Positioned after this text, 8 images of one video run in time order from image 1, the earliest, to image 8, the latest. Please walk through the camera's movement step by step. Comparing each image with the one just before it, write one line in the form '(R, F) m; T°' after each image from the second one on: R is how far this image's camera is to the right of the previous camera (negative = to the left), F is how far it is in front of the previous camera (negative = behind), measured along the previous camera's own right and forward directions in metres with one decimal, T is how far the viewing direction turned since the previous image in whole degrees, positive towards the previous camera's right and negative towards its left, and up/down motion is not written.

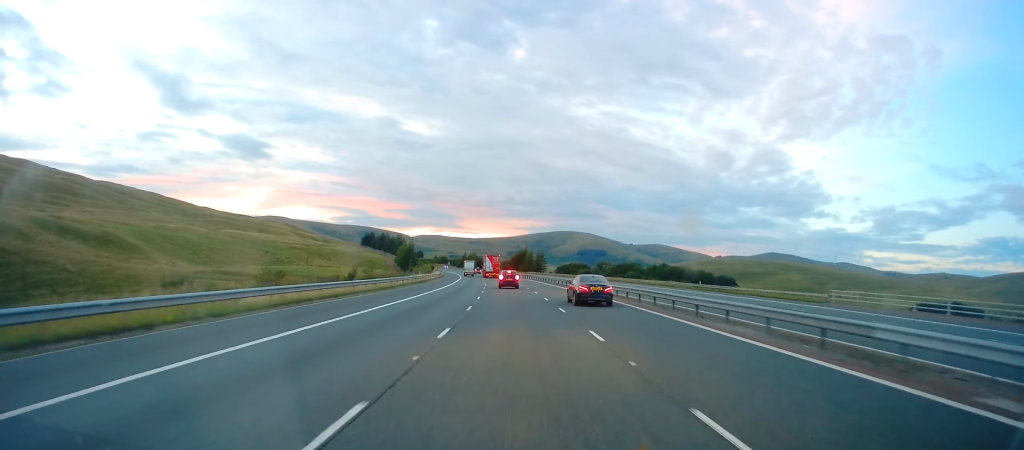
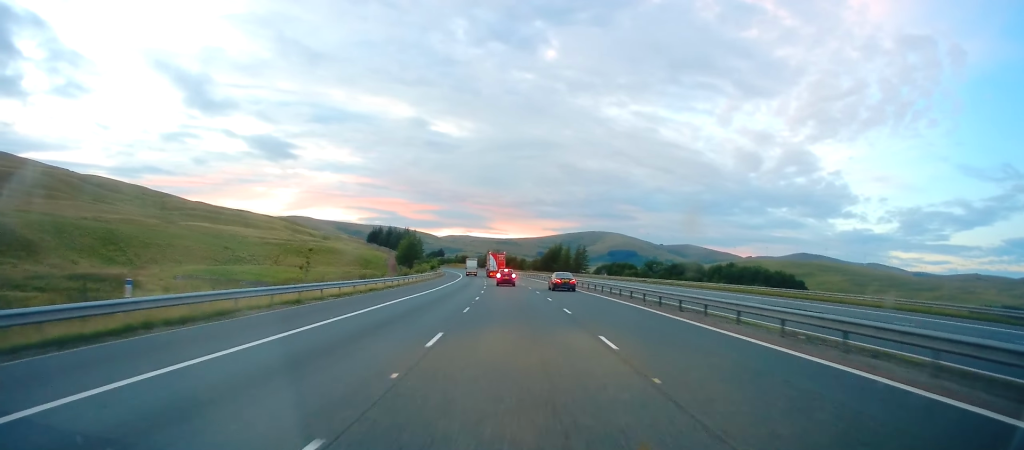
(-1.7, +54.9) m; -4°
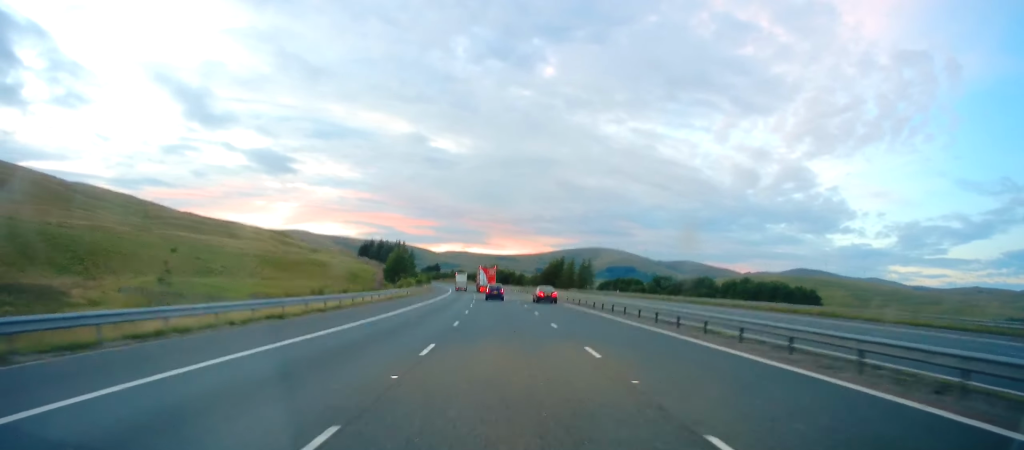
(-0.4, +16.8) m; -1°
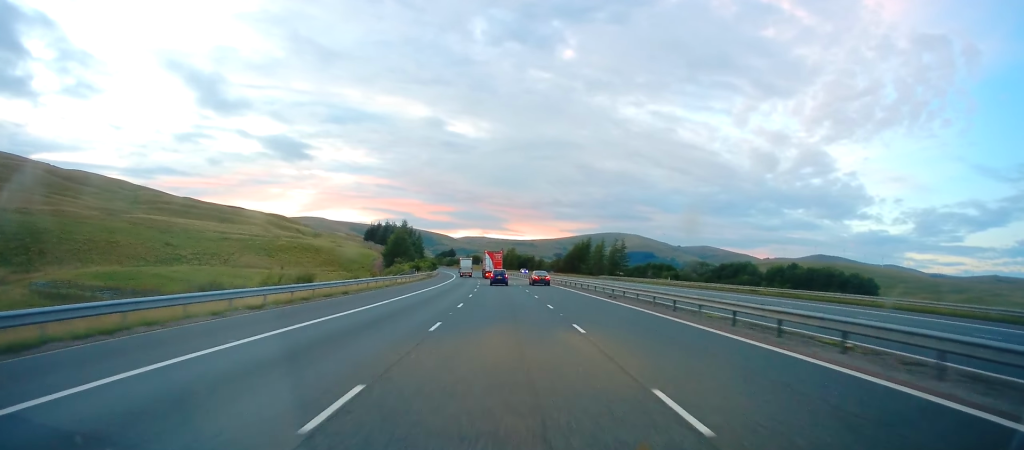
(-0.2, +24.8) m; -1°
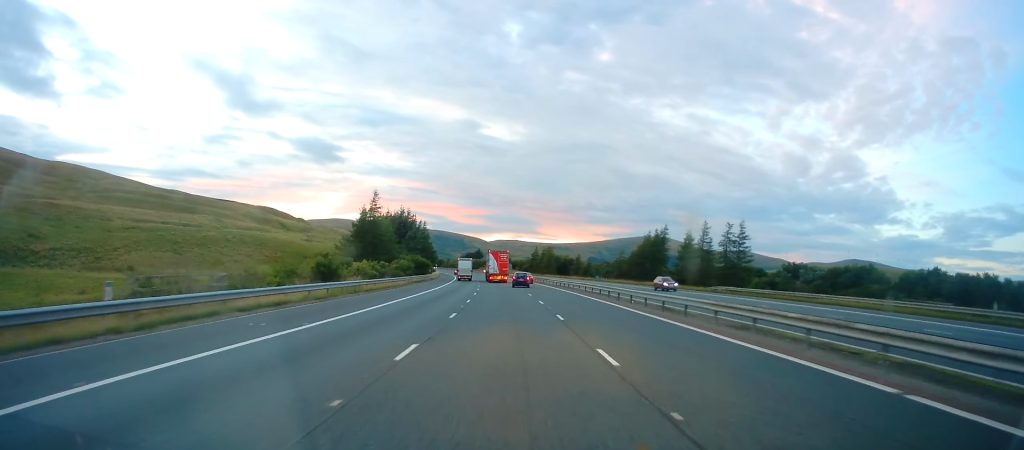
(-1.3, +58.5) m; -3°
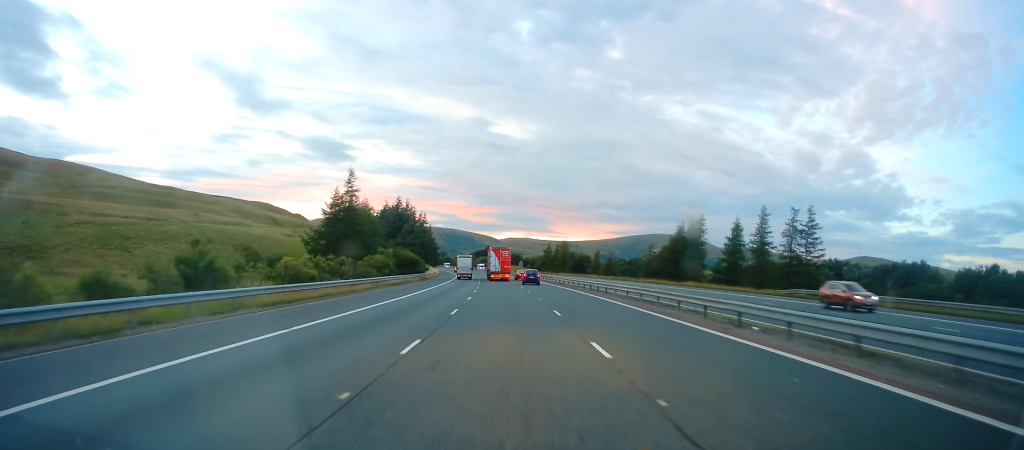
(-0.1, +17.9) m; -1°
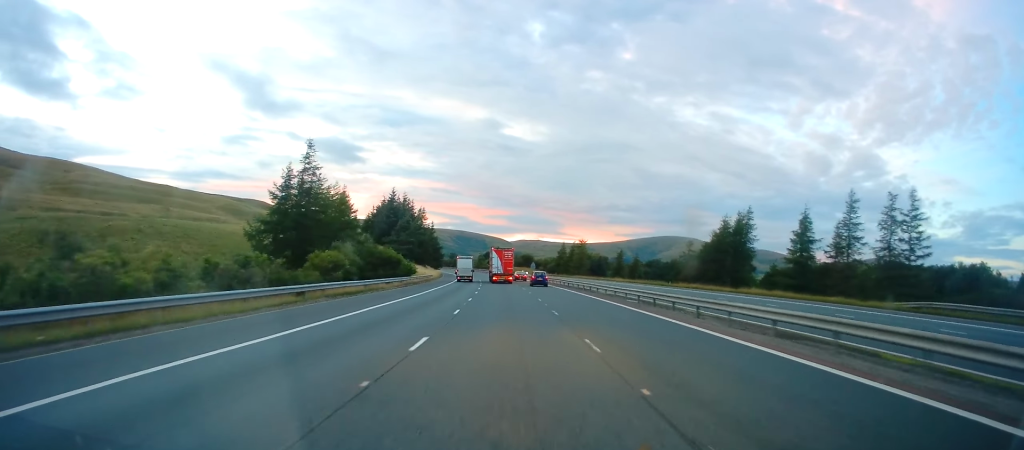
(-0.3, +18.1) m; -1°
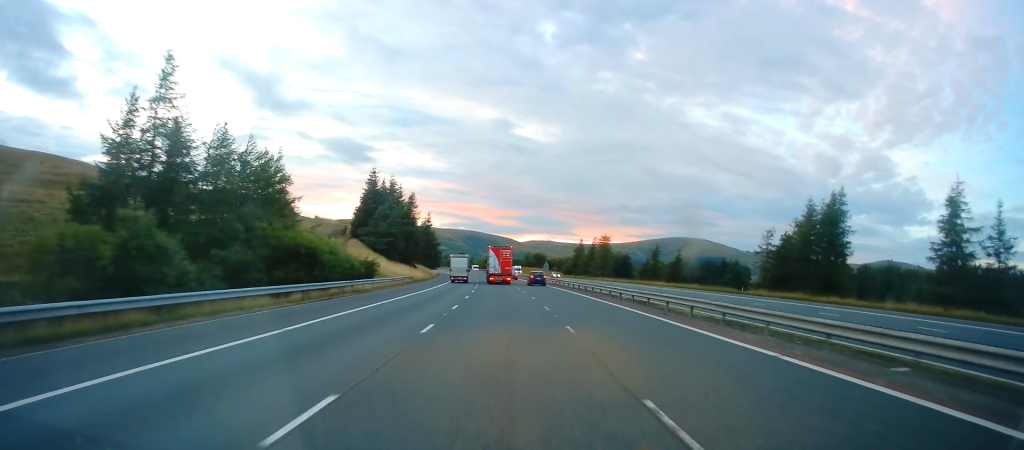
(-0.2, +25.1) m; -1°
